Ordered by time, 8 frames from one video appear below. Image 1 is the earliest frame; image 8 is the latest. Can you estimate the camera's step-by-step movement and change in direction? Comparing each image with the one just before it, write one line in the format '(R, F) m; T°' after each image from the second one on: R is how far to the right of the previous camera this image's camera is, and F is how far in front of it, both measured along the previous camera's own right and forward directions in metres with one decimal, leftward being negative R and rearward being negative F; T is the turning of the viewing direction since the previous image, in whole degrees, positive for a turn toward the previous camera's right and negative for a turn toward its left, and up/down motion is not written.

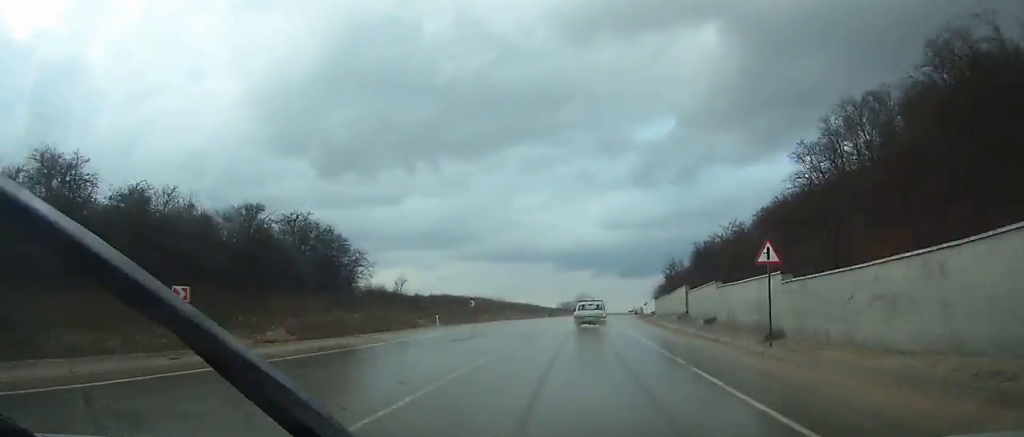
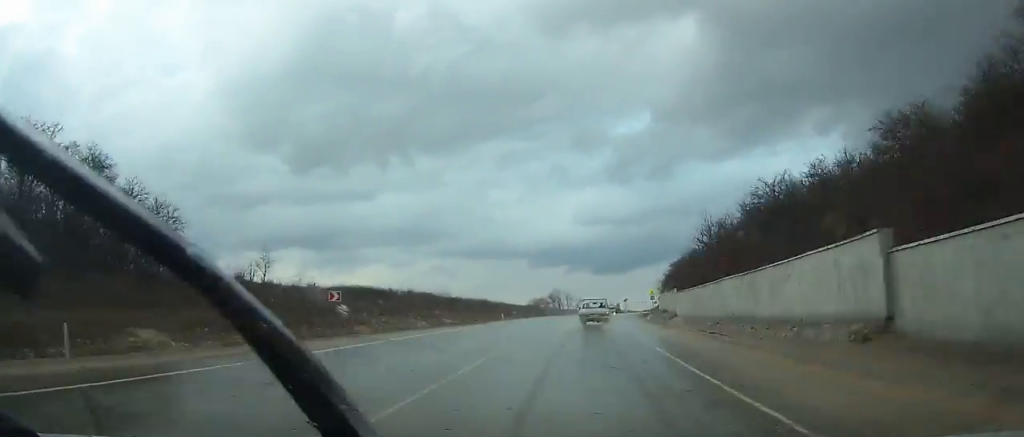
(-0.2, +28.0) m; +3°
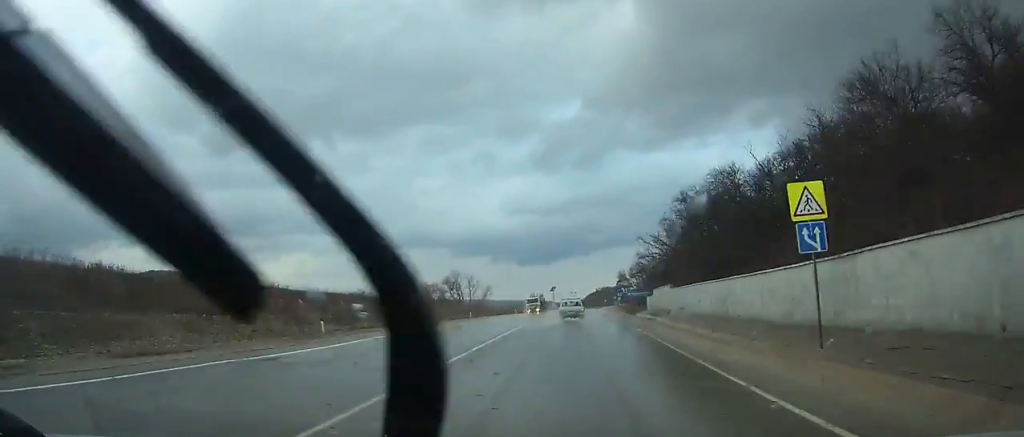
(+6.6, +84.5) m; +6°
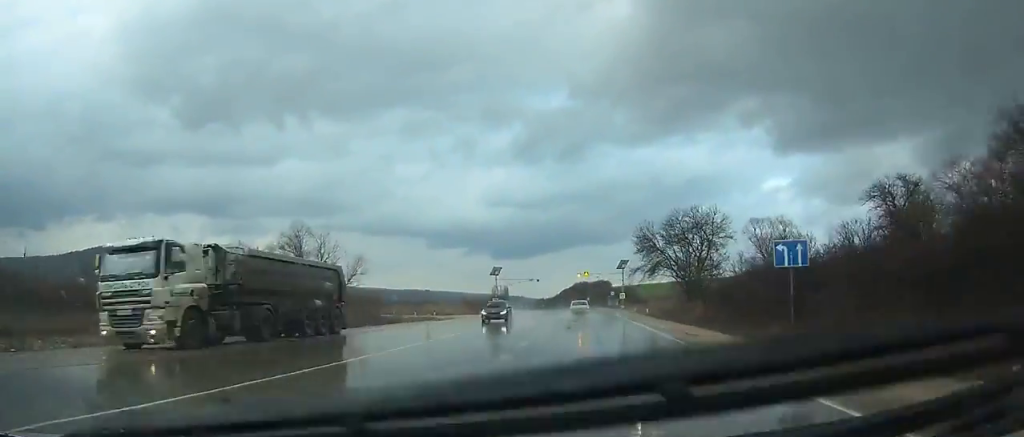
(+3.3, +101.0) m; +3°
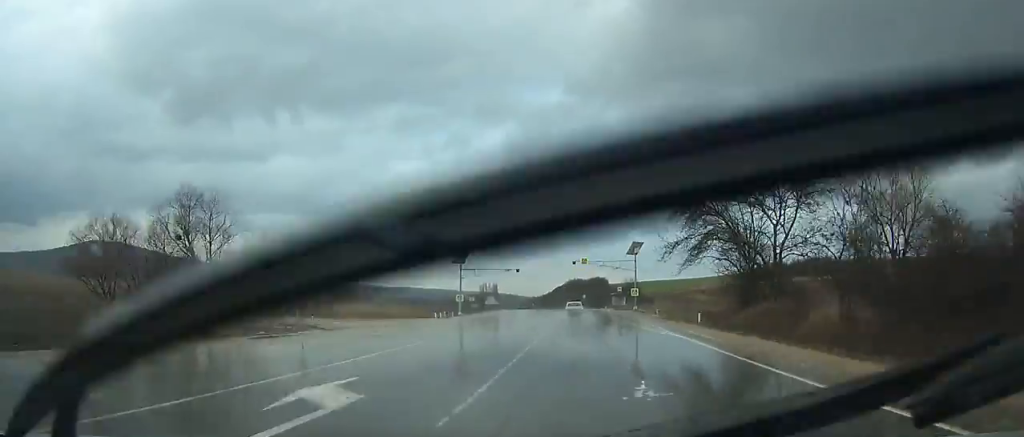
(+0.4, +29.6) m; 0°
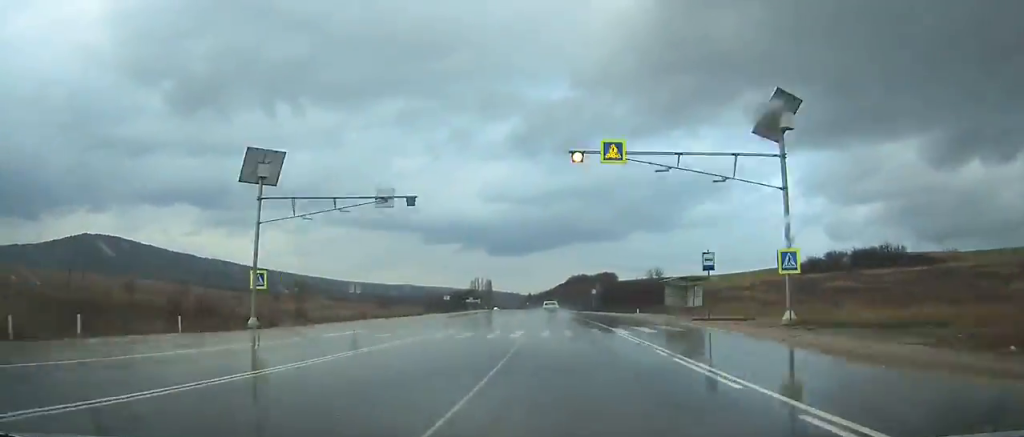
(-0.1, +55.4) m; -2°
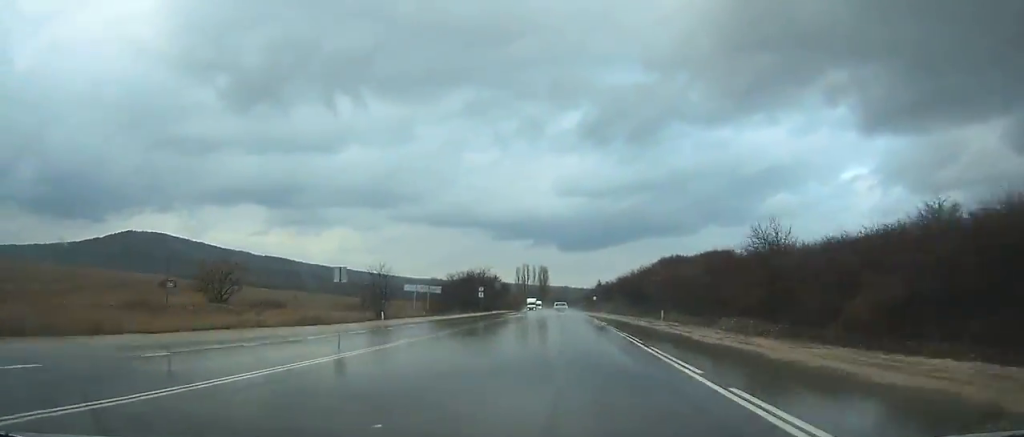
(-5.8, +115.0) m; -6°
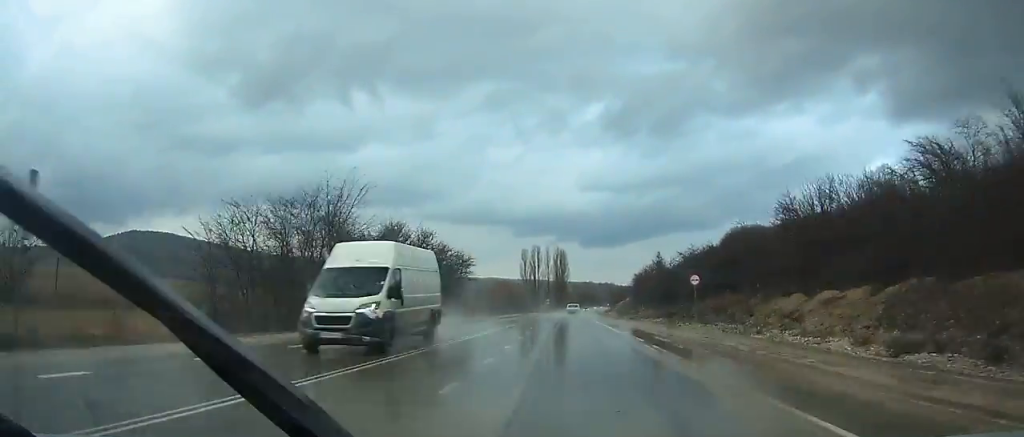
(-2.0, +77.2) m; -2°
